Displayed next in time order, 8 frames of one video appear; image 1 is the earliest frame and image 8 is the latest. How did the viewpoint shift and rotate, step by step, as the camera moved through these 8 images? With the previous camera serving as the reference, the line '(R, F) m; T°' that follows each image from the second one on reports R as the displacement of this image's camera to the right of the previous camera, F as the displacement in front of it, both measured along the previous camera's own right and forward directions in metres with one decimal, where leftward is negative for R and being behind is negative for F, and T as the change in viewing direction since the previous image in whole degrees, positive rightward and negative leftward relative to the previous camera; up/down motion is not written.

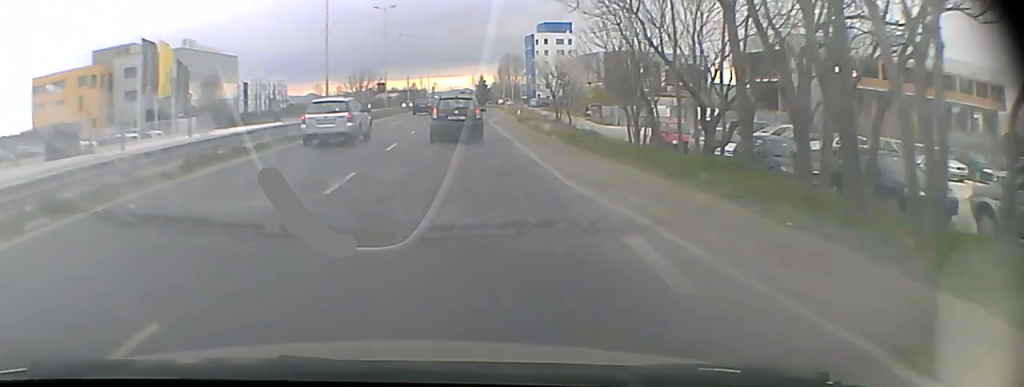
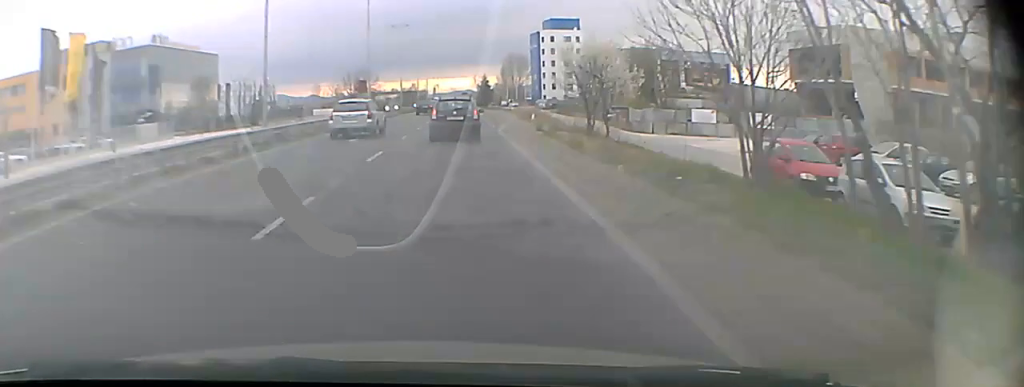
(0.0, +12.2) m; 0°
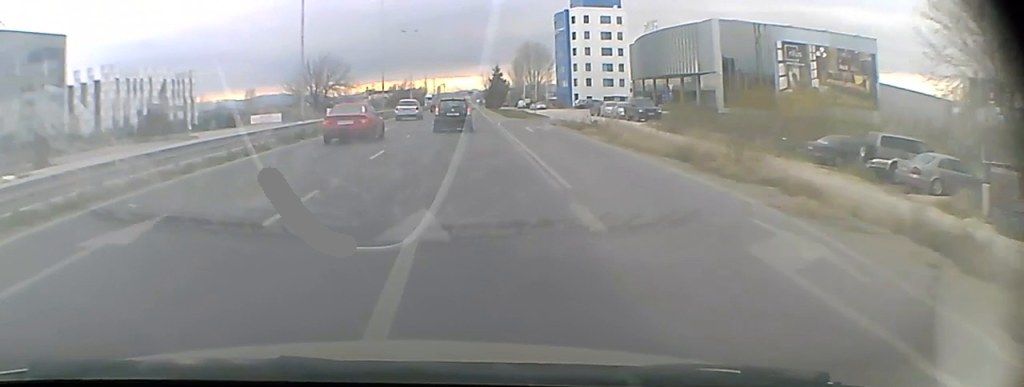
(0.0, +52.7) m; 0°
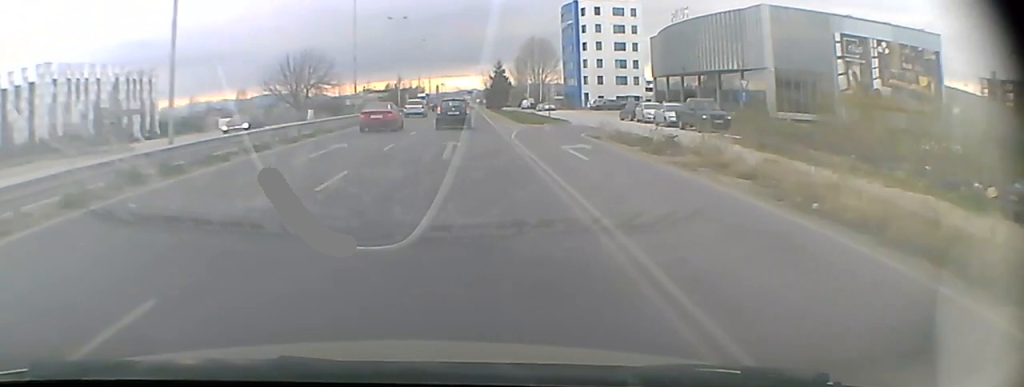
(0.0, +14.9) m; 0°
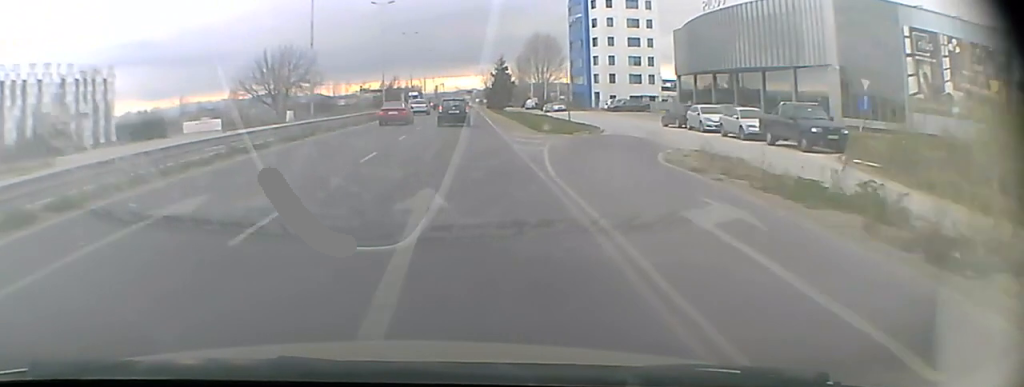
(0.0, +13.0) m; 0°
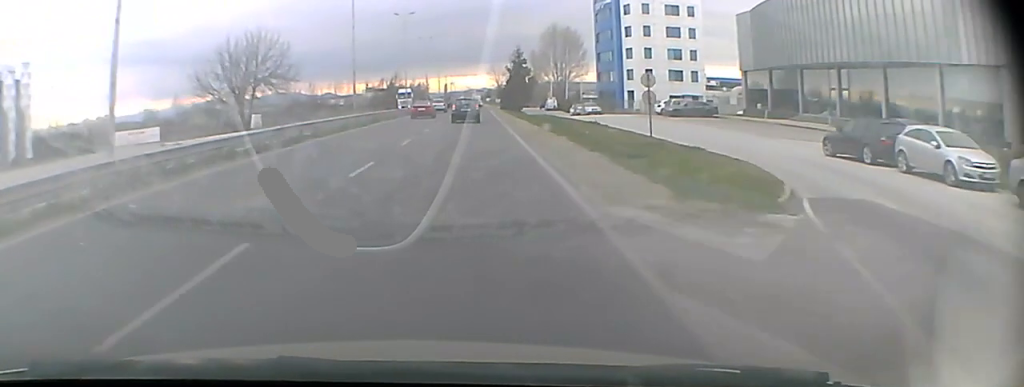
(0.0, +20.8) m; 0°
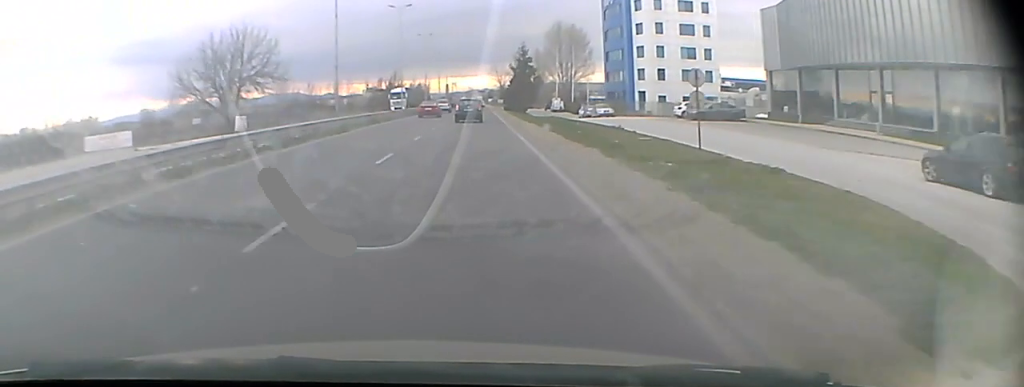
(0.0, +6.3) m; 0°
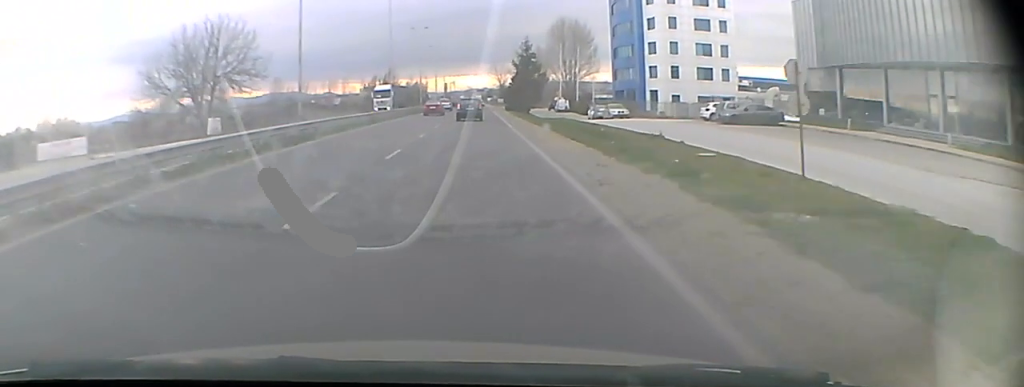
(0.0, +7.8) m; 0°
